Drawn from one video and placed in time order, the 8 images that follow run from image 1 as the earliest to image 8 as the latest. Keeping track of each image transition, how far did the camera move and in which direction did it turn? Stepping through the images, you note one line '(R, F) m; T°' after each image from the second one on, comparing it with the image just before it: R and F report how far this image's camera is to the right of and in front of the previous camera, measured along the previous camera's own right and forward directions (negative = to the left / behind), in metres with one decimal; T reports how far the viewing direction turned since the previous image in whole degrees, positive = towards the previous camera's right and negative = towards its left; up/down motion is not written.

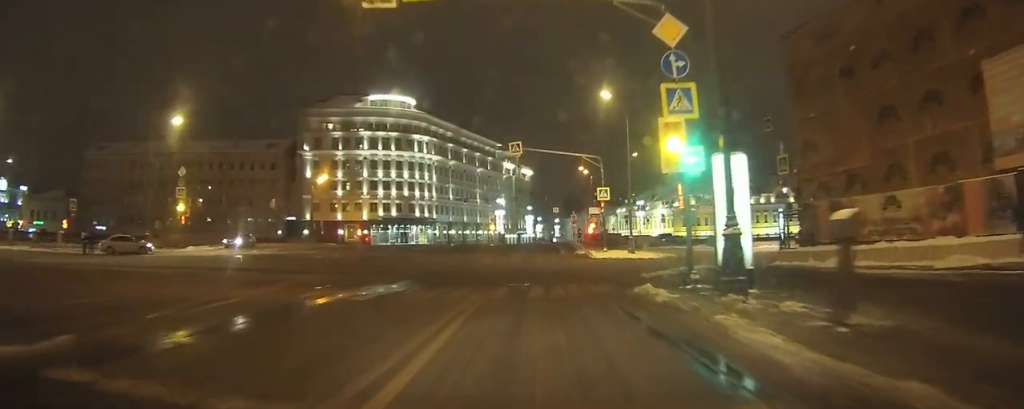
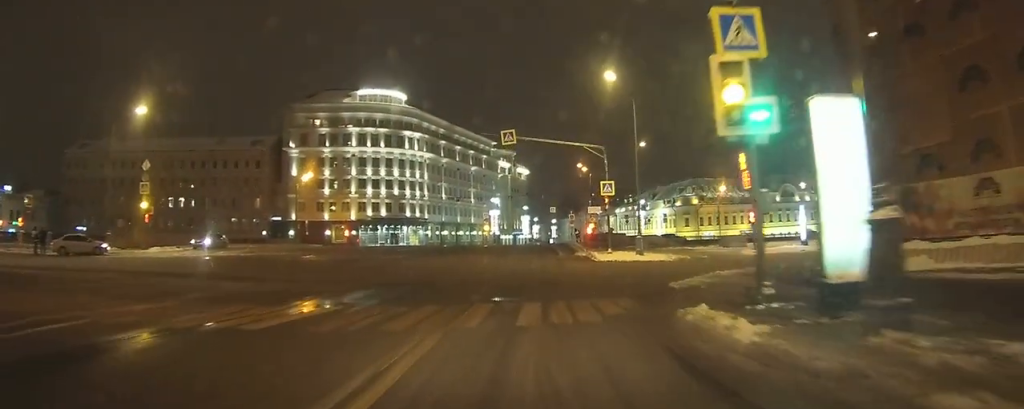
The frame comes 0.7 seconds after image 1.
(0.0, +4.9) m; +1°
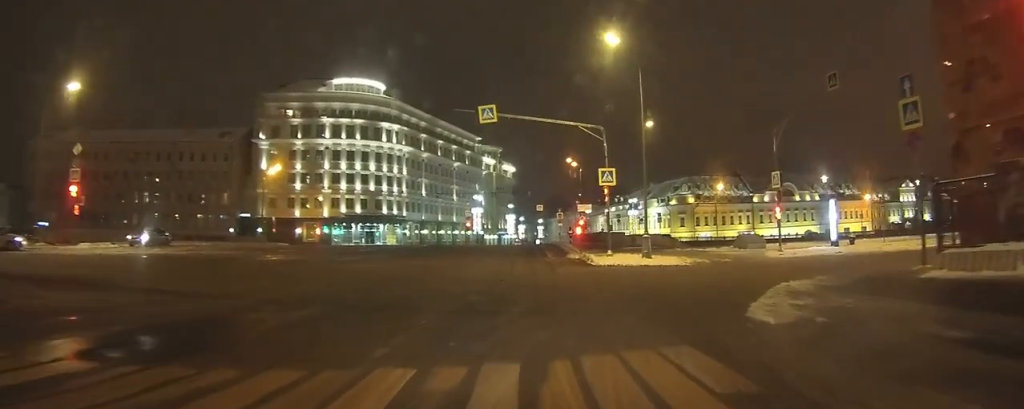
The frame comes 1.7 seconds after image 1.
(+0.2, +6.8) m; +4°
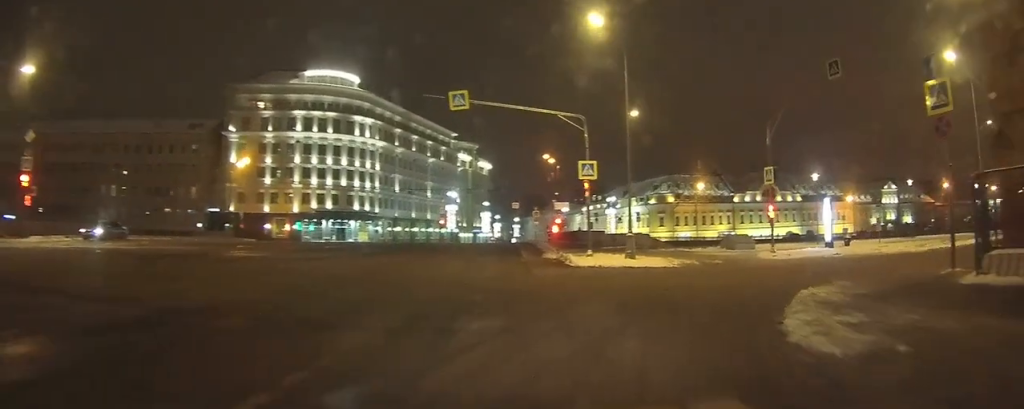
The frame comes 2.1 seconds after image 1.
(0.0, +2.5) m; +2°
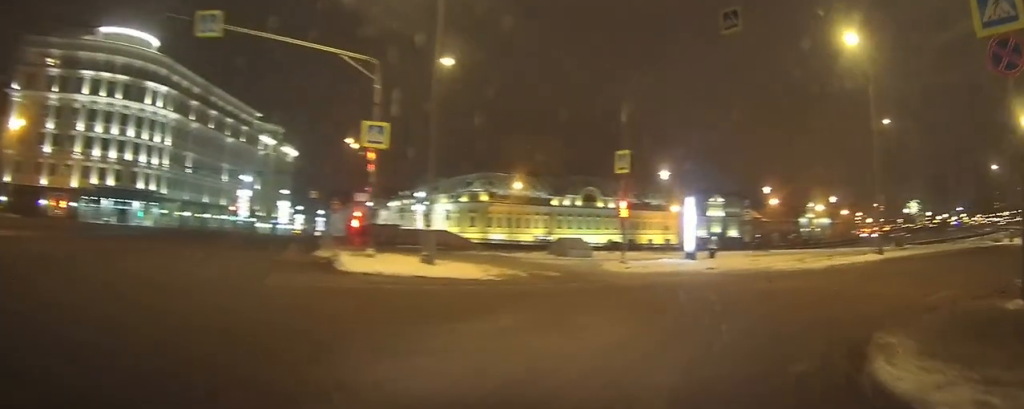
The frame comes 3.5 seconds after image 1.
(+0.6, +8.1) m; +14°
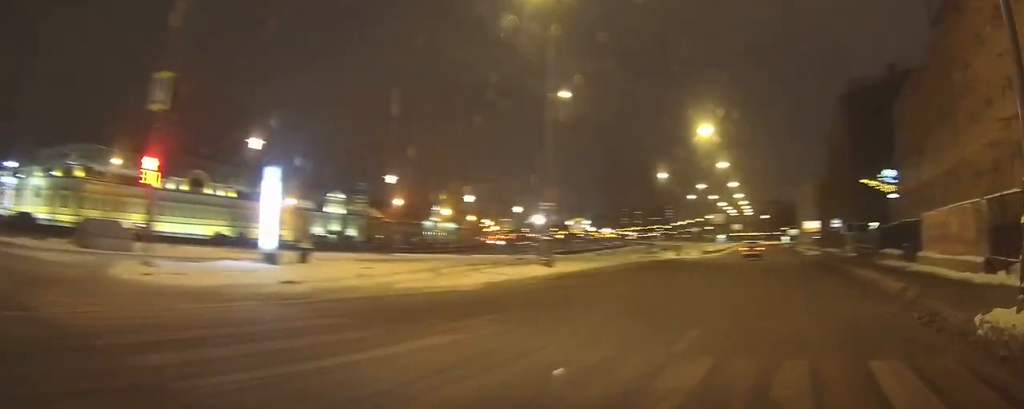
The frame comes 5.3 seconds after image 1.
(+2.1, +9.1) m; +26°
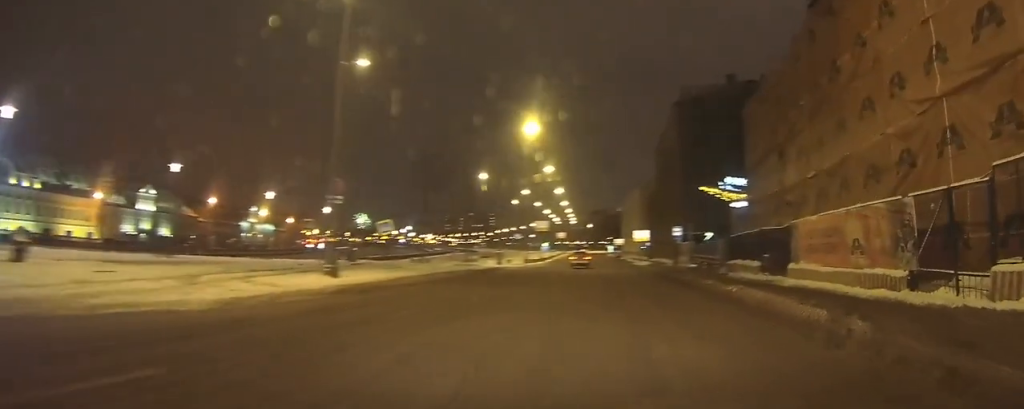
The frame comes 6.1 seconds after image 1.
(+0.5, +4.6) m; +13°
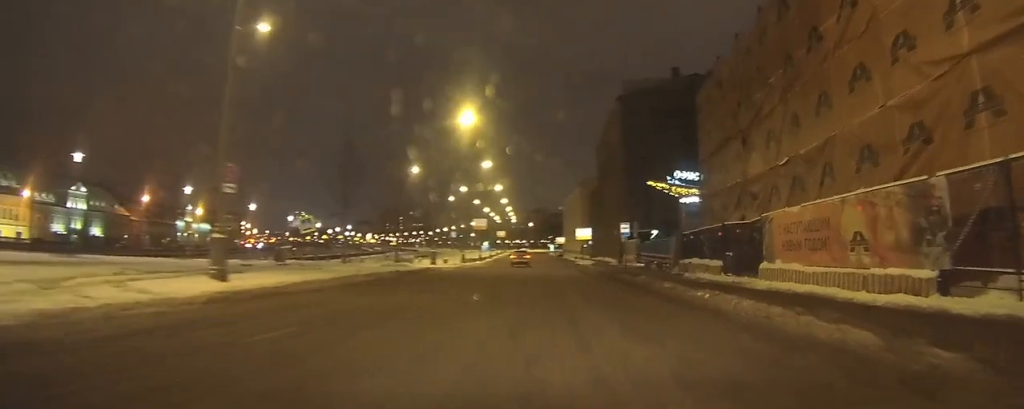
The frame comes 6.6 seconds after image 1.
(+0.2, +3.1) m; +8°
